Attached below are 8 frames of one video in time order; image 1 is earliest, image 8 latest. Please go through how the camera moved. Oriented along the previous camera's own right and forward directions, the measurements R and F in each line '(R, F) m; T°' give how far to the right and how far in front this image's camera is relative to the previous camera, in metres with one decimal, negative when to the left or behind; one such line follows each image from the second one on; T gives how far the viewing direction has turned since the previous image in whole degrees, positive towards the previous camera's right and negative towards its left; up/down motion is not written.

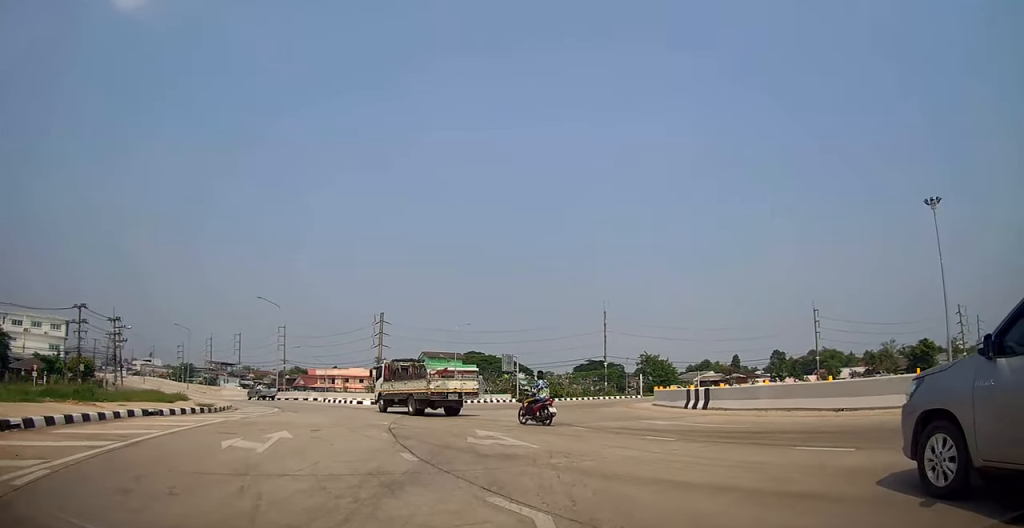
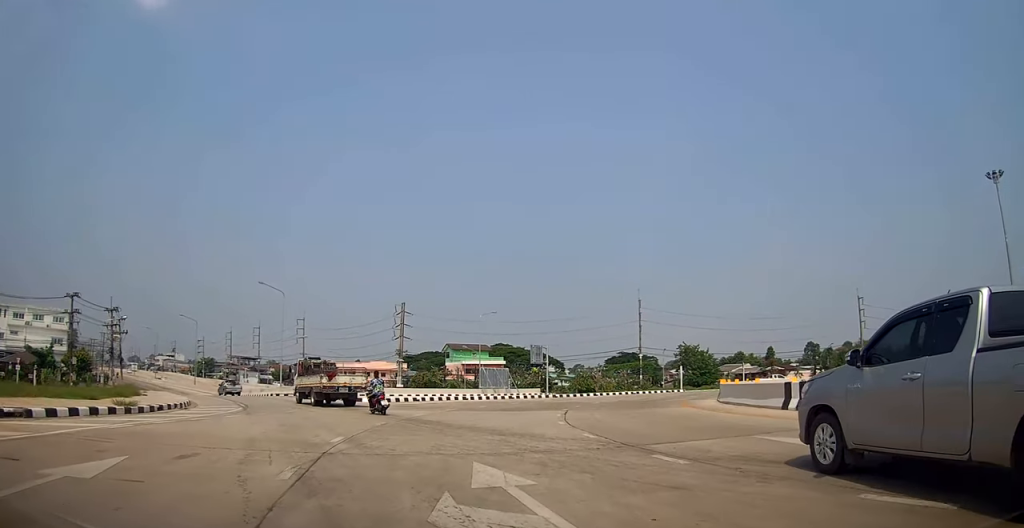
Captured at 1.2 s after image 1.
(0.0, +5.9) m; -2°
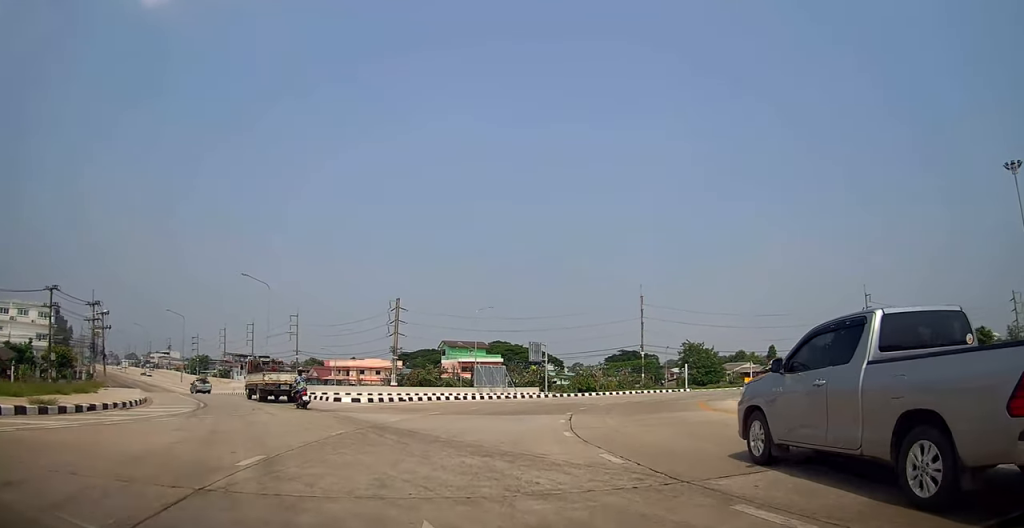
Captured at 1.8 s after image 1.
(-0.1, +3.3) m; 0°
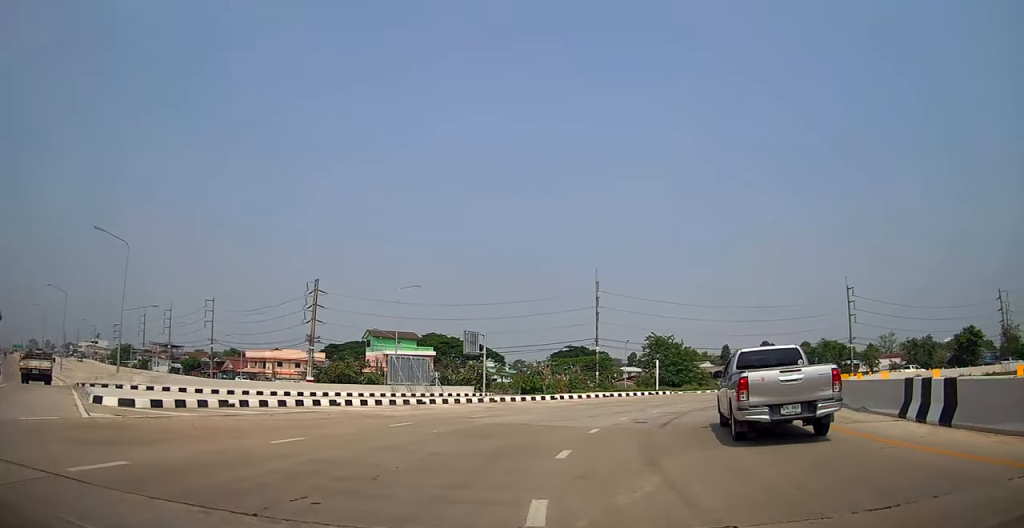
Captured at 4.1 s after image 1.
(+0.6, +14.4) m; +6°
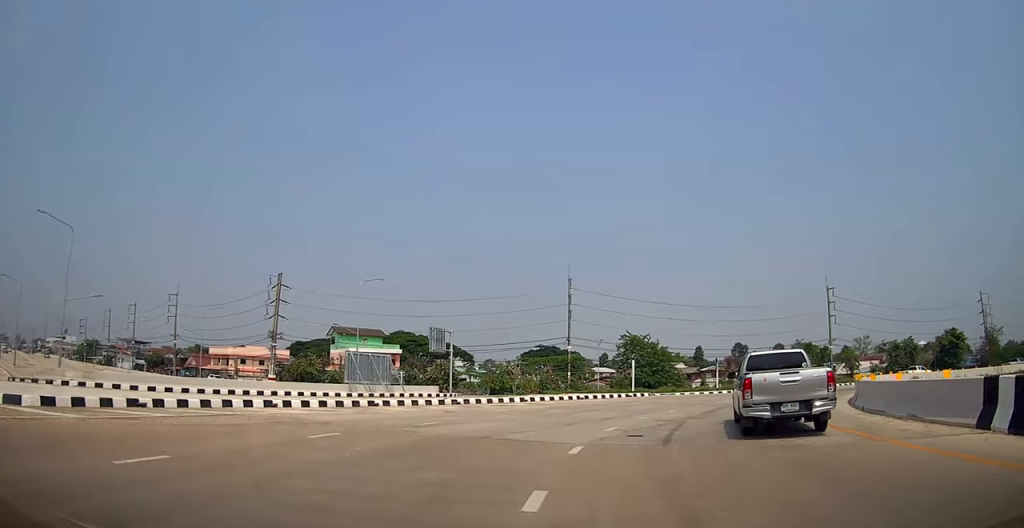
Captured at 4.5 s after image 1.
(0.0, +3.4) m; +1°
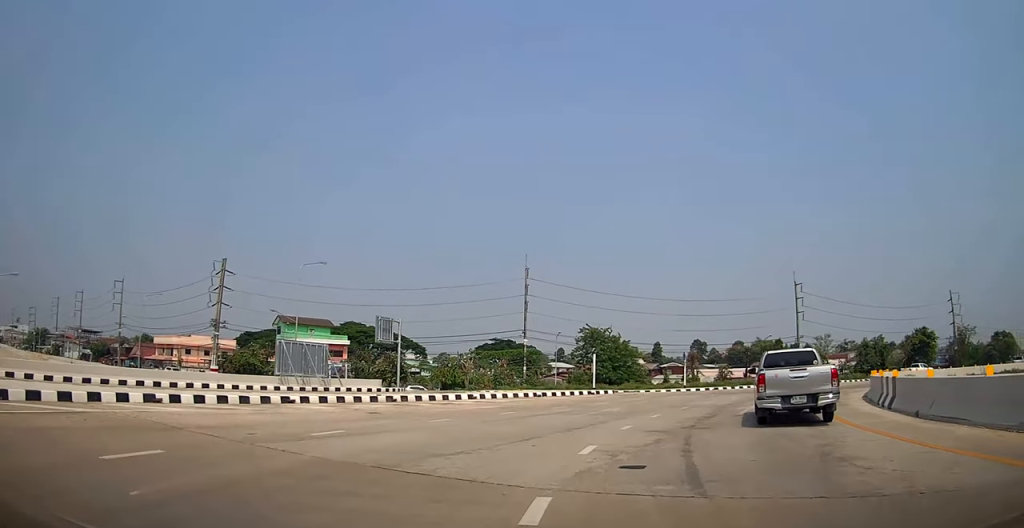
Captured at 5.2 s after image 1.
(+0.1, +4.4) m; +1°
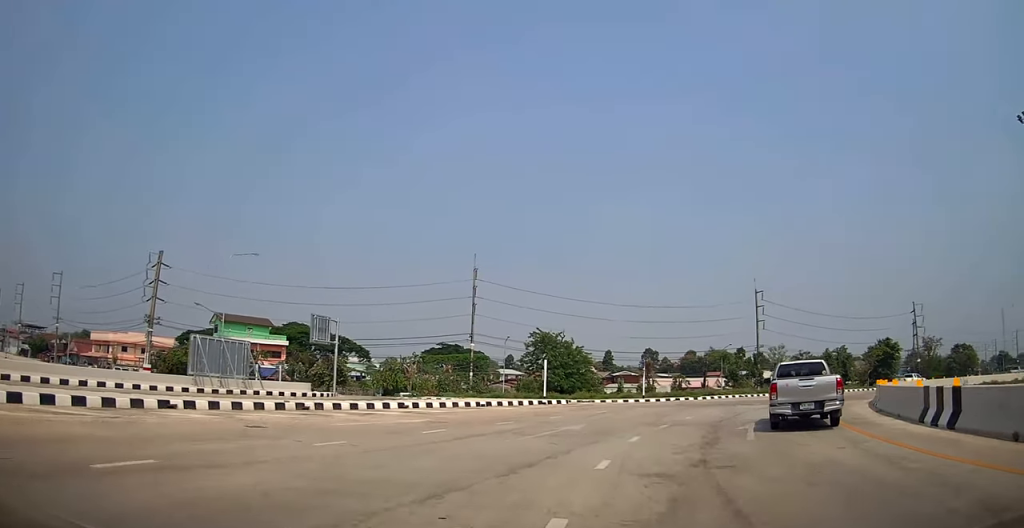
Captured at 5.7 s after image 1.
(0.0, +4.2) m; +1°
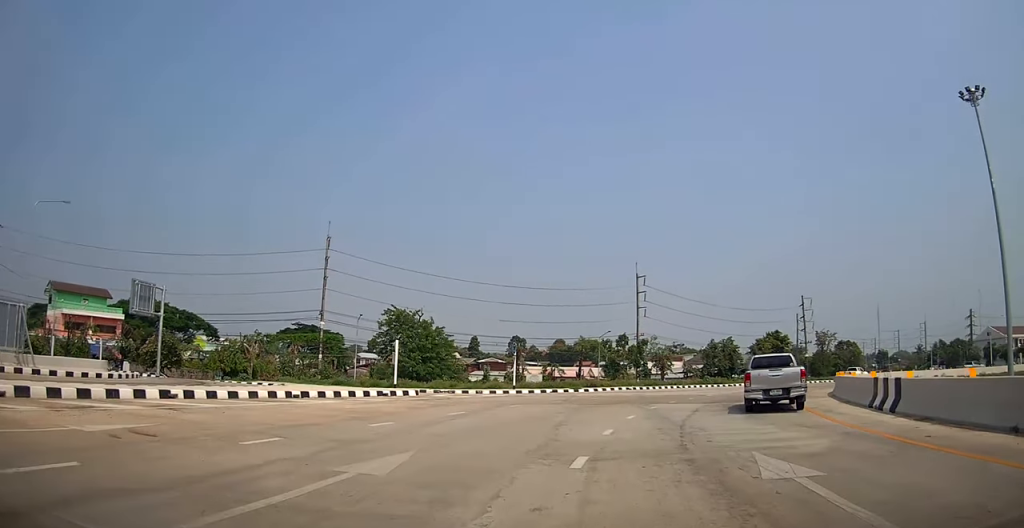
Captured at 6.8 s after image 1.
(+0.1, +8.1) m; +4°
